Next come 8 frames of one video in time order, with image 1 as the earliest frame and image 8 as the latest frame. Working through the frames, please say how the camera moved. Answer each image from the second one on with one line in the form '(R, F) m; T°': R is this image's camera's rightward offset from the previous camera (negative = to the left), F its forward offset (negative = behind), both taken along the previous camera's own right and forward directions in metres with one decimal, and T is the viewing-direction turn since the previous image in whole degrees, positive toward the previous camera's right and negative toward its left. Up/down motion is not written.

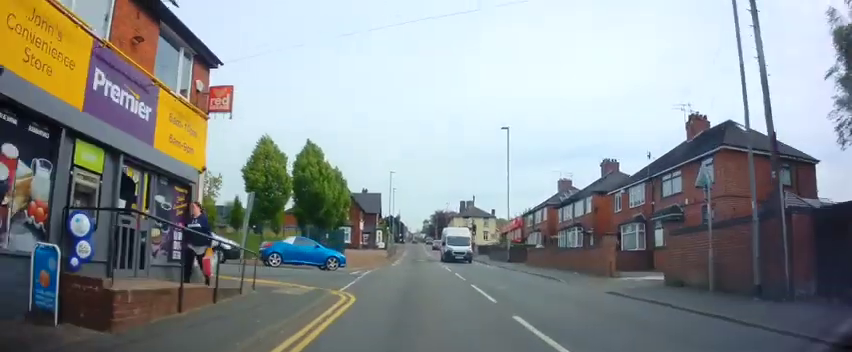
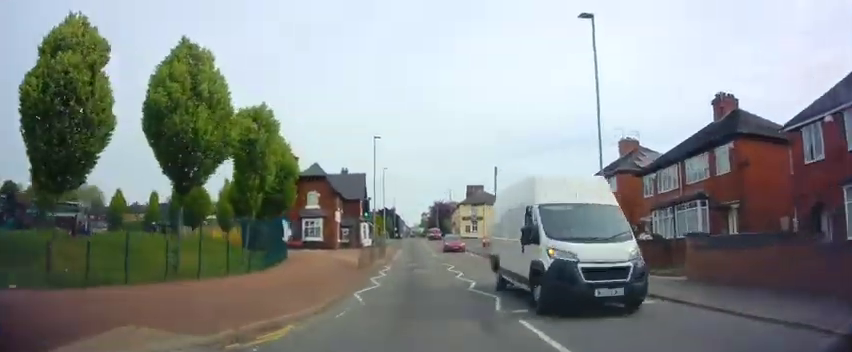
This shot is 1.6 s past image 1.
(0.0, +18.6) m; +1°
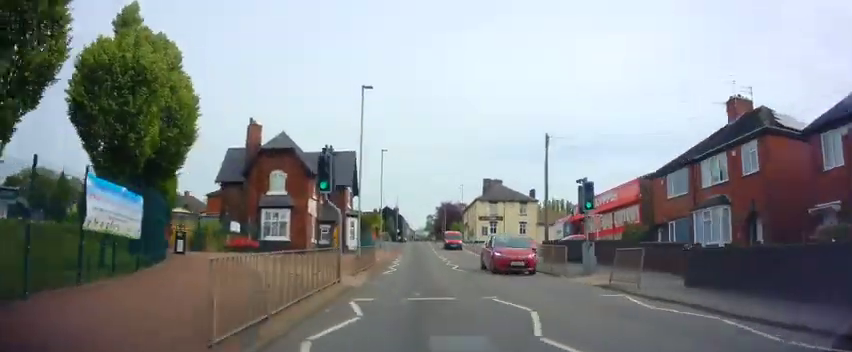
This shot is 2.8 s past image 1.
(0.0, +14.5) m; -1°
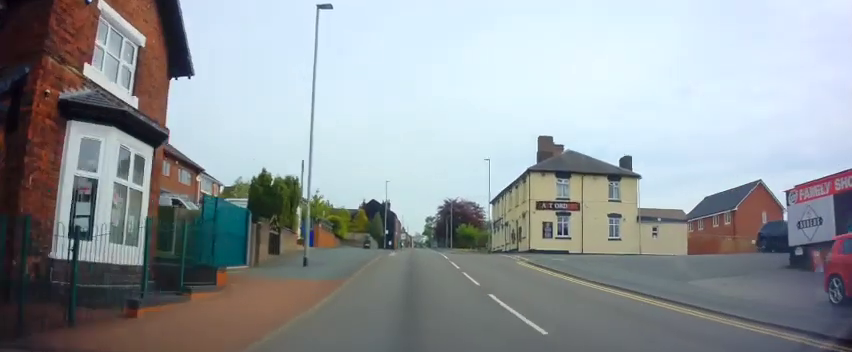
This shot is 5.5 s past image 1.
(-0.2, +32.9) m; 0°
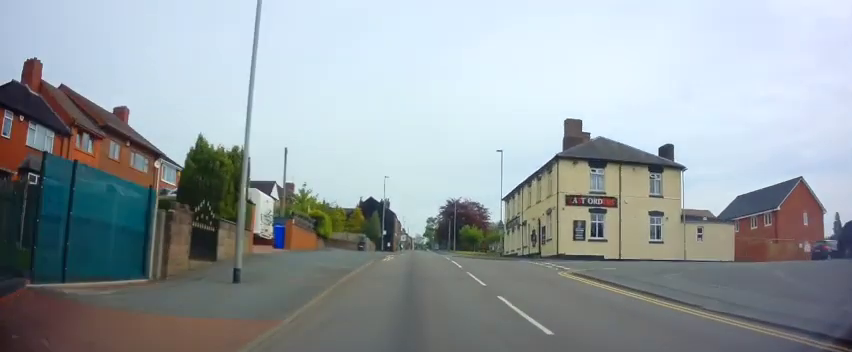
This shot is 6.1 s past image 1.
(0.0, +6.7) m; 0°
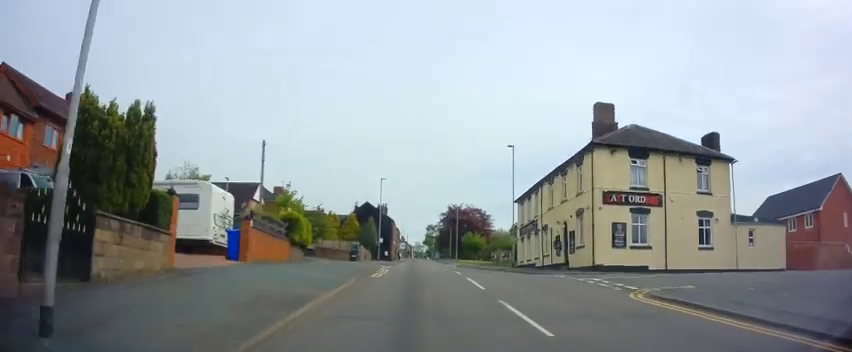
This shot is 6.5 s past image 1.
(0.0, +5.8) m; 0°
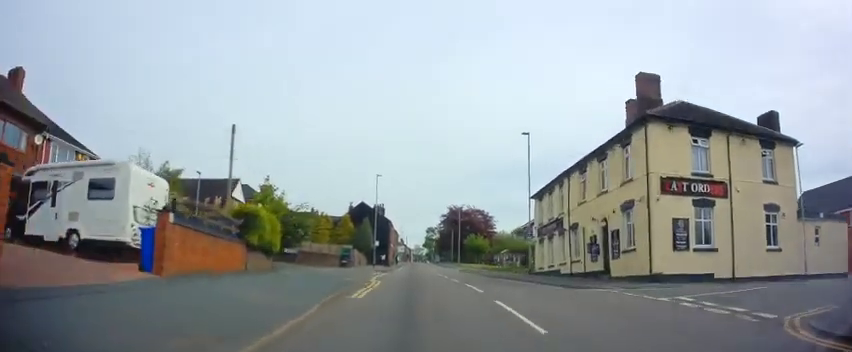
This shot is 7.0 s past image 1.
(0.0, +5.9) m; 0°
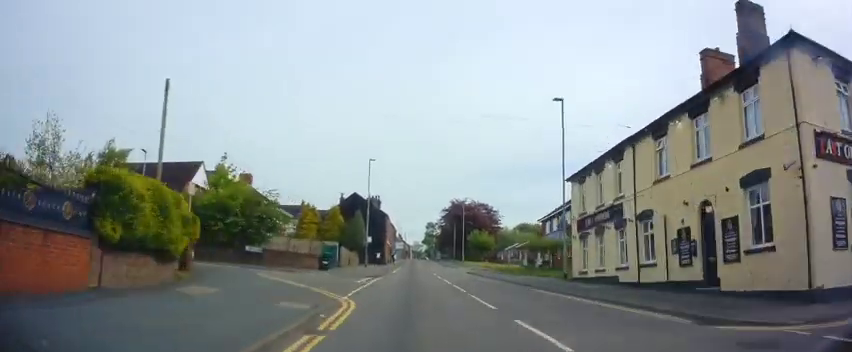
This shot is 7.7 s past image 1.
(0.0, +8.3) m; 0°
